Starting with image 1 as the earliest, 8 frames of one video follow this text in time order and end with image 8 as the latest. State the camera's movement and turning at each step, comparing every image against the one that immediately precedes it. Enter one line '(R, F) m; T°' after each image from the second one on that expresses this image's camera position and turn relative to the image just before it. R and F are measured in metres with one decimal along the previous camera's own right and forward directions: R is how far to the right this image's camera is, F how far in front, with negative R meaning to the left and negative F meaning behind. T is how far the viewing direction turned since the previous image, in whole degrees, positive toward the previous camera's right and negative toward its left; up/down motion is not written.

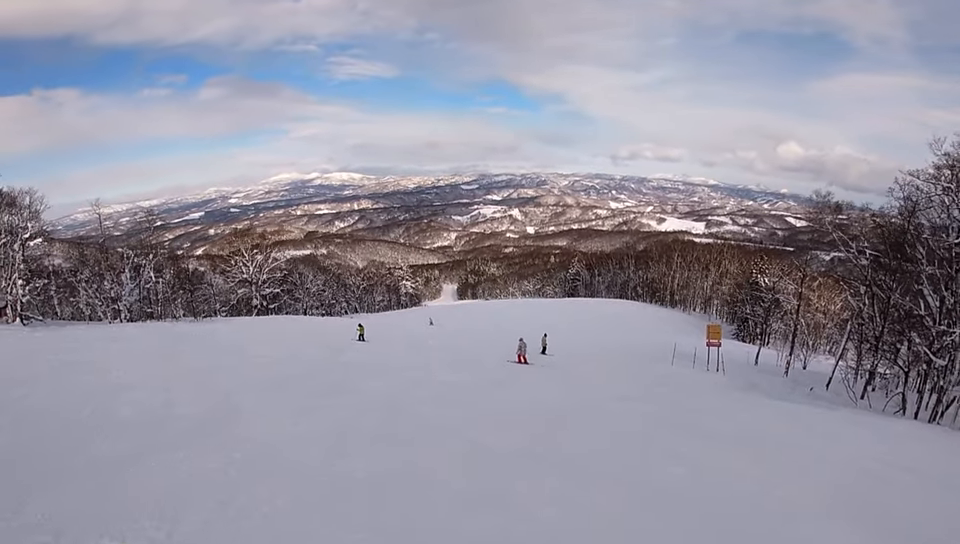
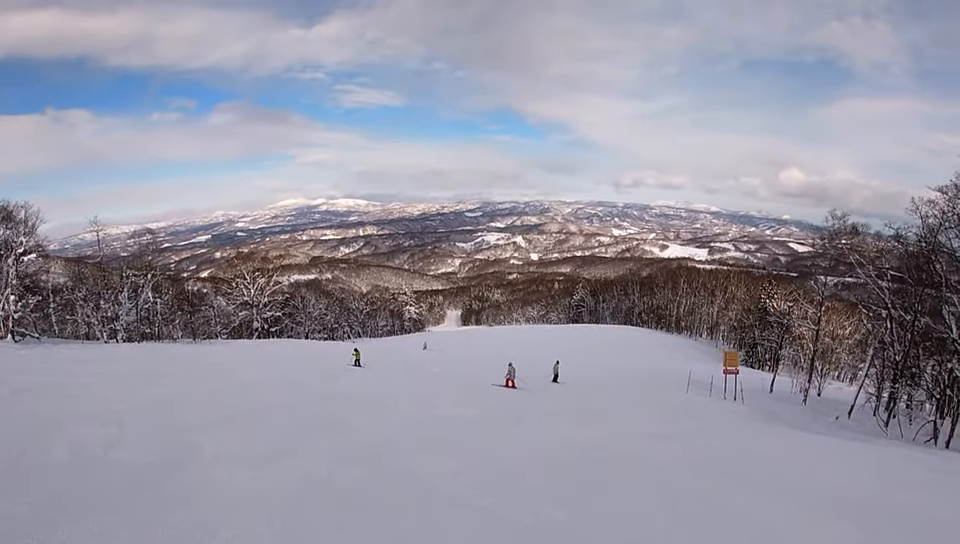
(-0.6, +2.0) m; +9°
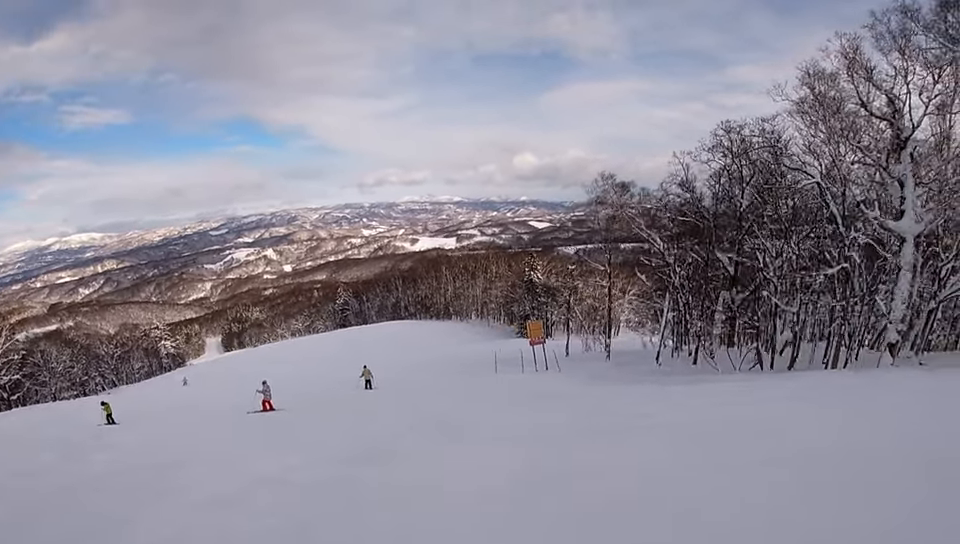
(+1.6, +3.7) m; +19°
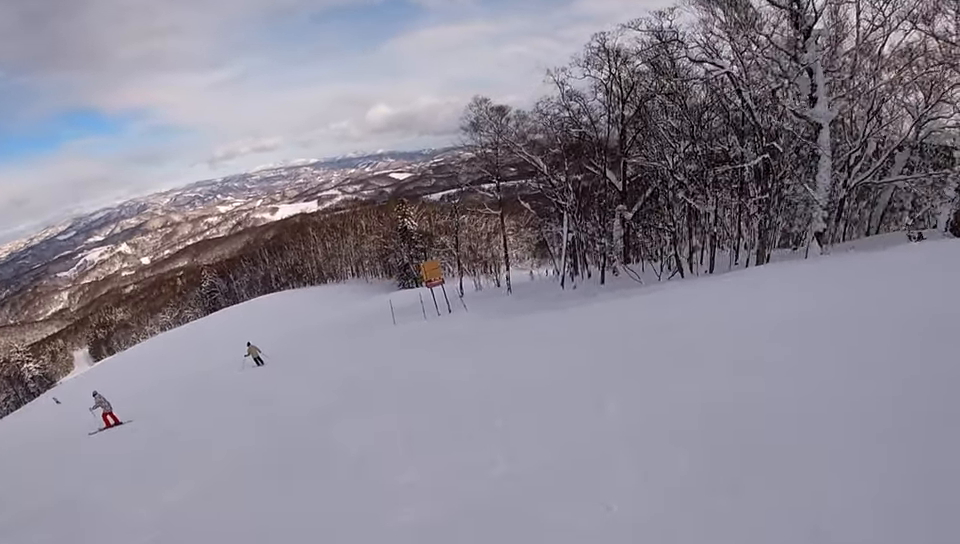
(-0.1, +3.2) m; +5°
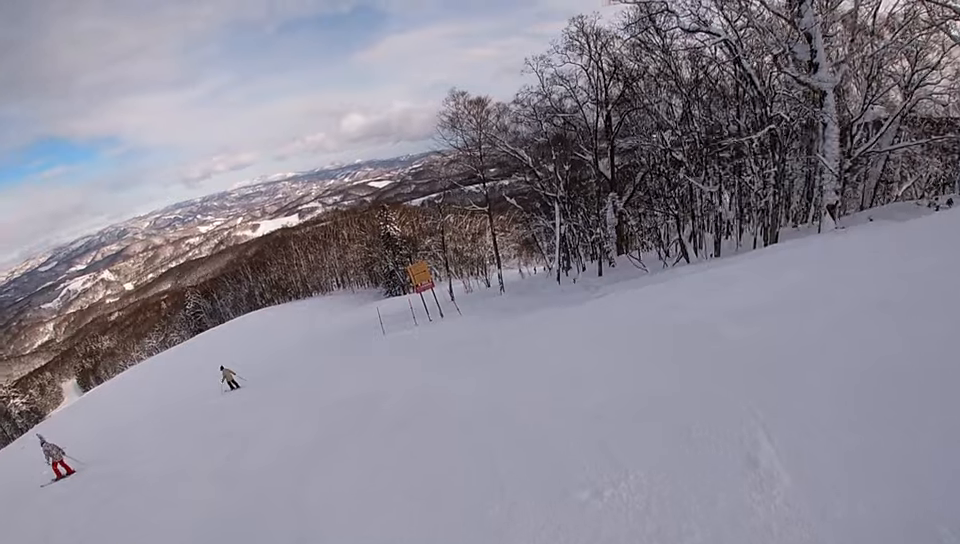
(-0.4, +2.0) m; +1°
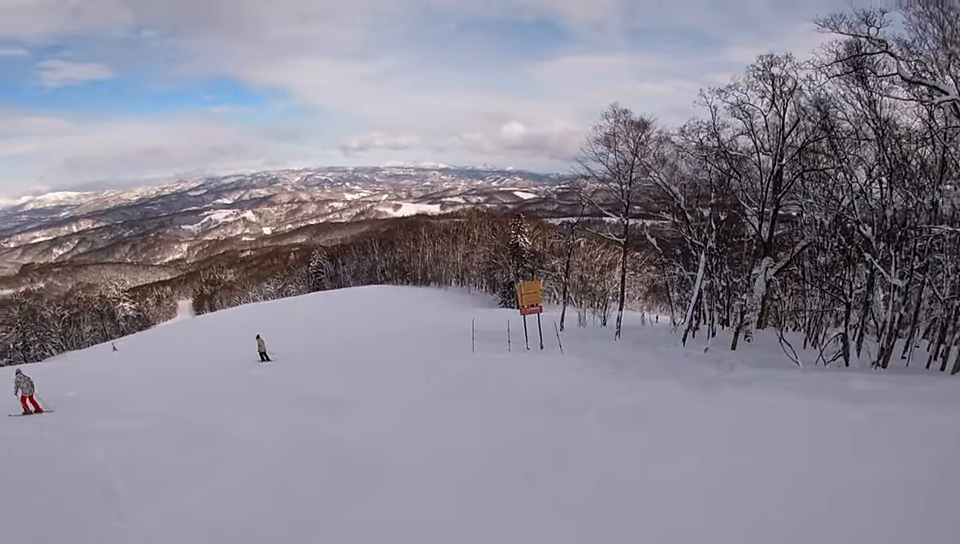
(+0.8, +4.7) m; -2°
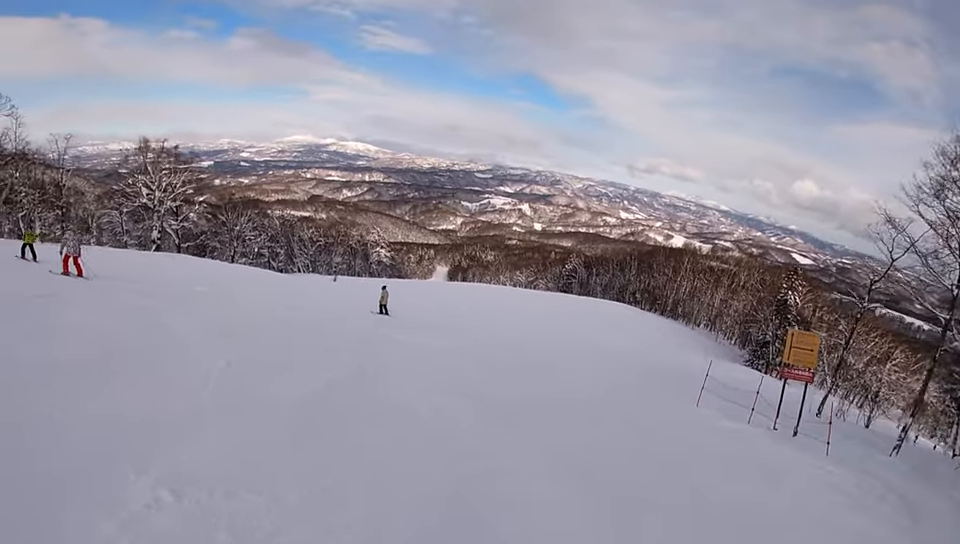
(-1.2, +6.5) m; -33°
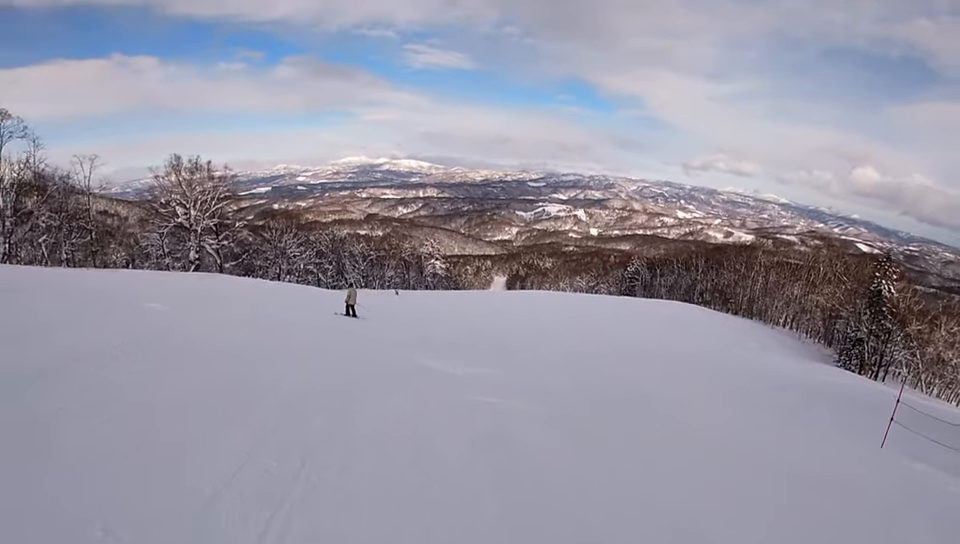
(-1.8, +6.0) m; -16°
